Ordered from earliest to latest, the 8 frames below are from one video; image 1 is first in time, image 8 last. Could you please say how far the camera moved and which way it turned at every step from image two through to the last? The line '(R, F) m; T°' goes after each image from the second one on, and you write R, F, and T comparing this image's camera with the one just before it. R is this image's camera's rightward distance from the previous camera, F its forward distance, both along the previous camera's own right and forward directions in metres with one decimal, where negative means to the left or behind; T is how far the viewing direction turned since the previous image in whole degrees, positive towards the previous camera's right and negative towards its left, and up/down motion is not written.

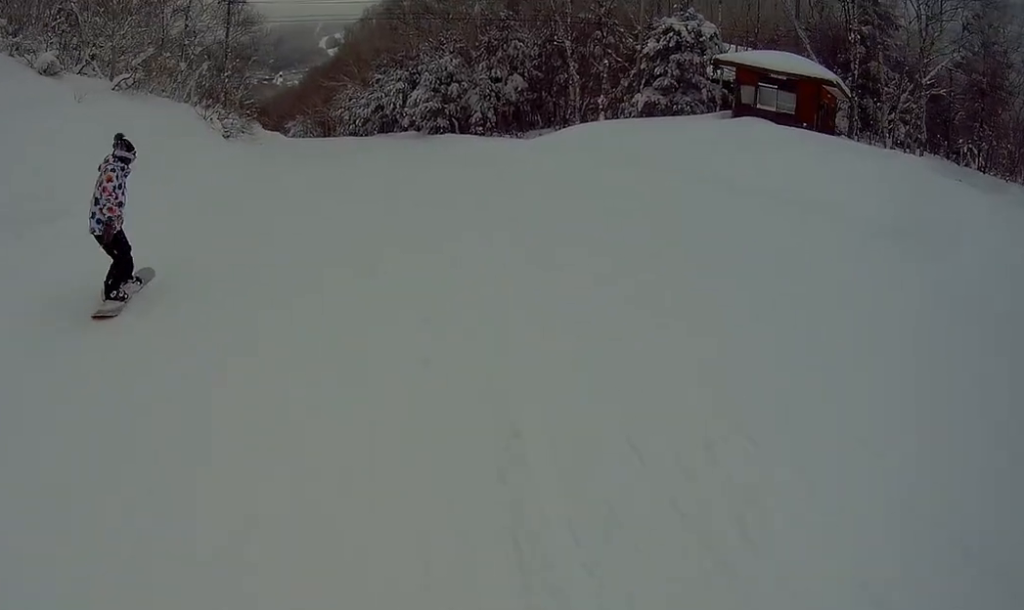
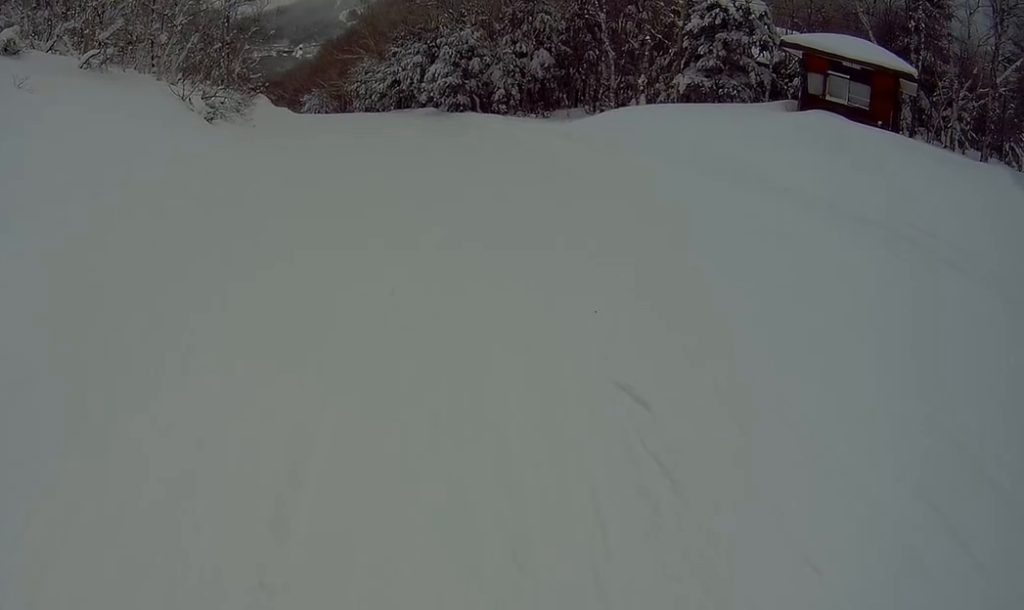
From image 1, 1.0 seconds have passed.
(+1.1, +4.6) m; +9°
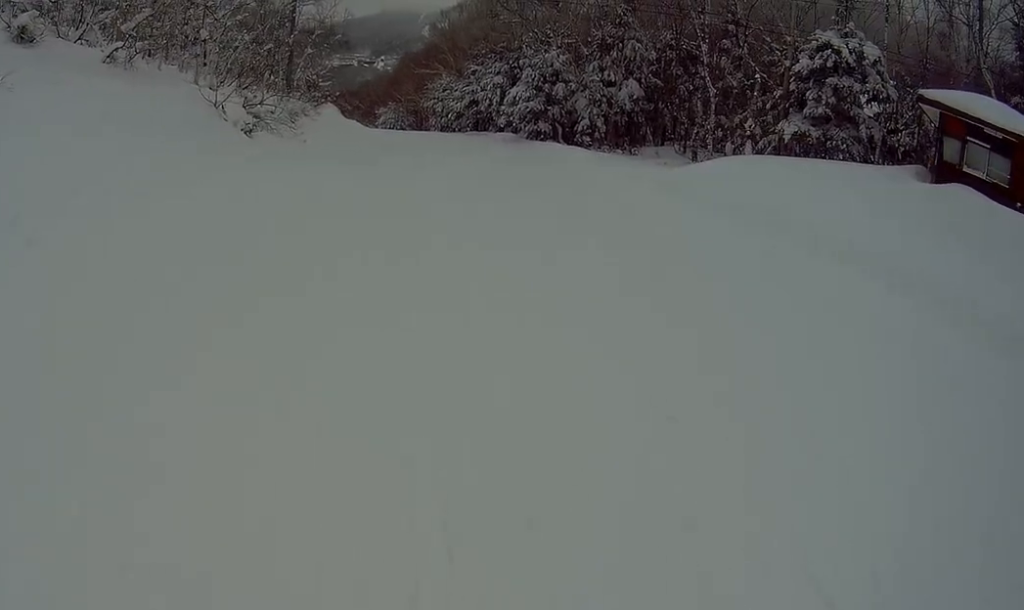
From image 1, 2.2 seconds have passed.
(-0.6, +5.8) m; -18°
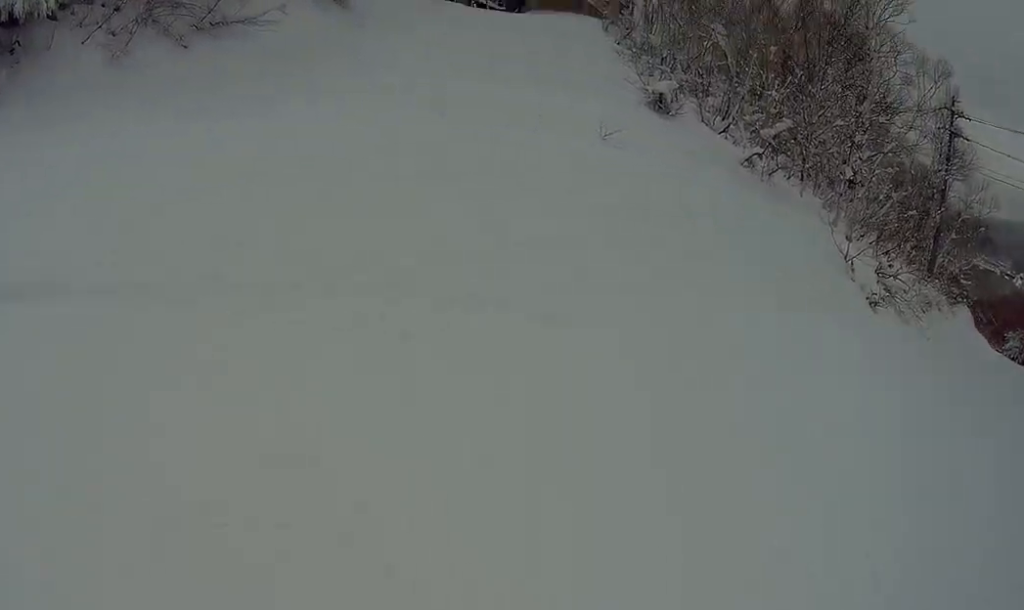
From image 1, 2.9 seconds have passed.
(-0.1, +3.8) m; -19°
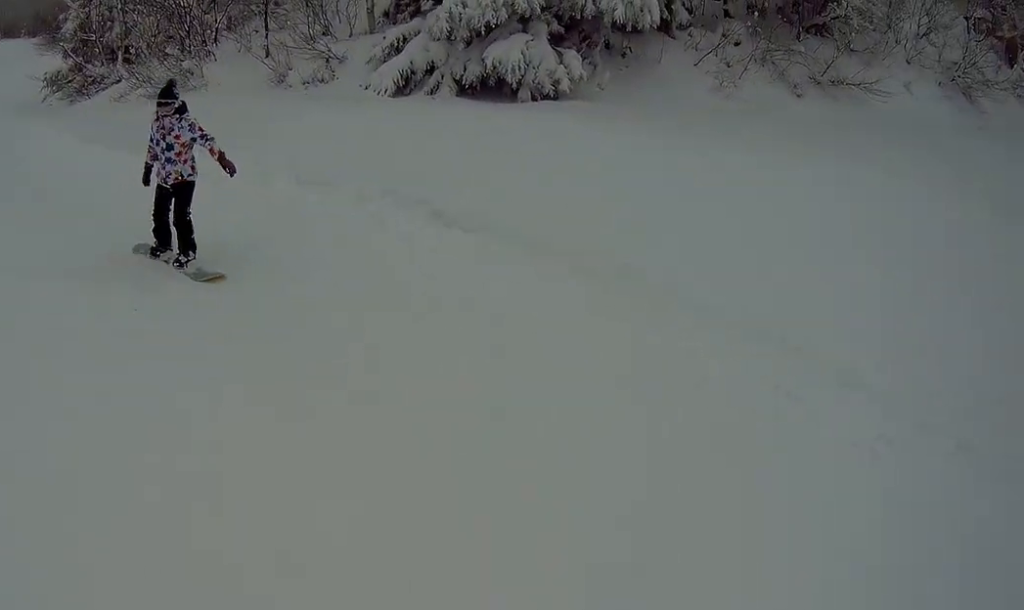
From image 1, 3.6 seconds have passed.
(-1.1, +4.1) m; -36°
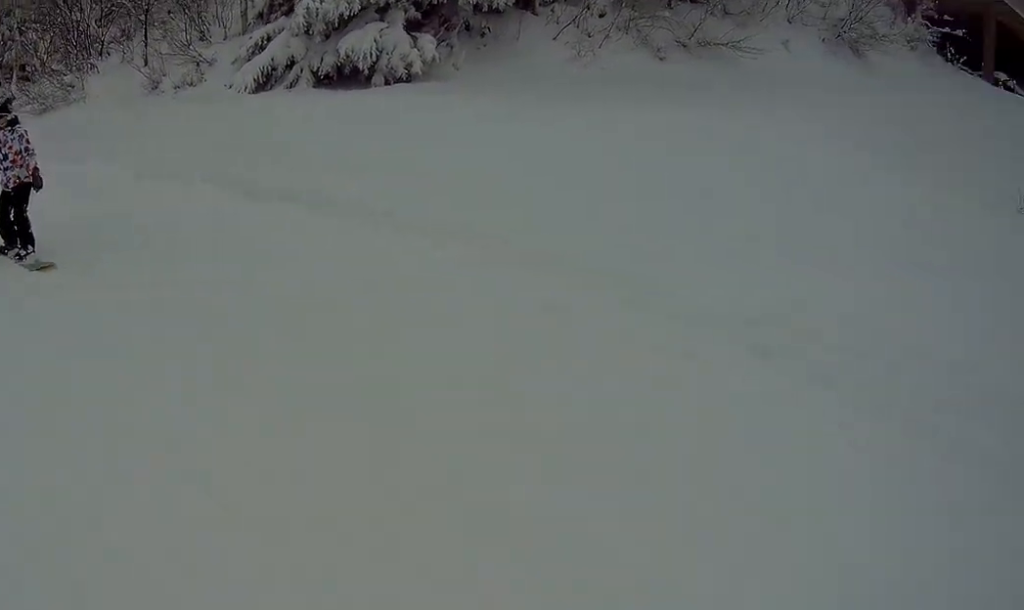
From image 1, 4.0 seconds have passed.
(-0.2, +2.0) m; -15°
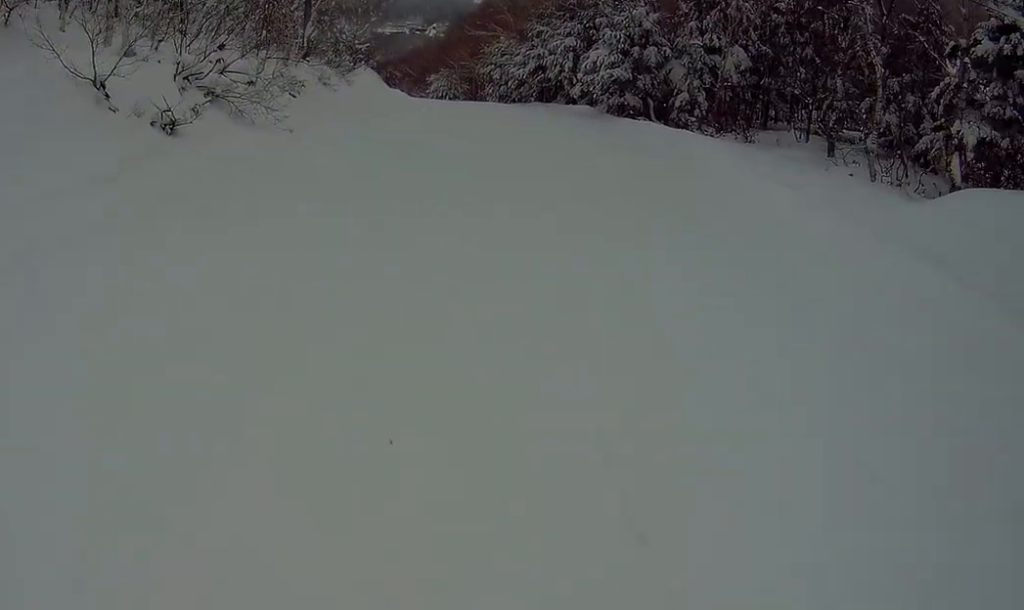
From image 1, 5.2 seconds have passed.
(-2.6, +6.8) m; -20°
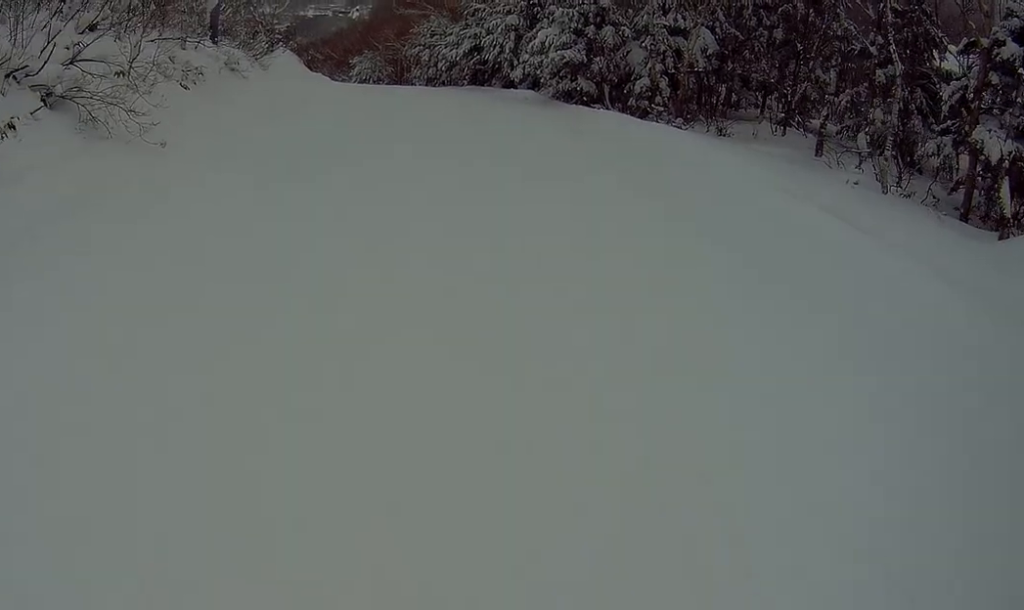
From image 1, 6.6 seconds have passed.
(-0.9, +9.0) m; -12°
